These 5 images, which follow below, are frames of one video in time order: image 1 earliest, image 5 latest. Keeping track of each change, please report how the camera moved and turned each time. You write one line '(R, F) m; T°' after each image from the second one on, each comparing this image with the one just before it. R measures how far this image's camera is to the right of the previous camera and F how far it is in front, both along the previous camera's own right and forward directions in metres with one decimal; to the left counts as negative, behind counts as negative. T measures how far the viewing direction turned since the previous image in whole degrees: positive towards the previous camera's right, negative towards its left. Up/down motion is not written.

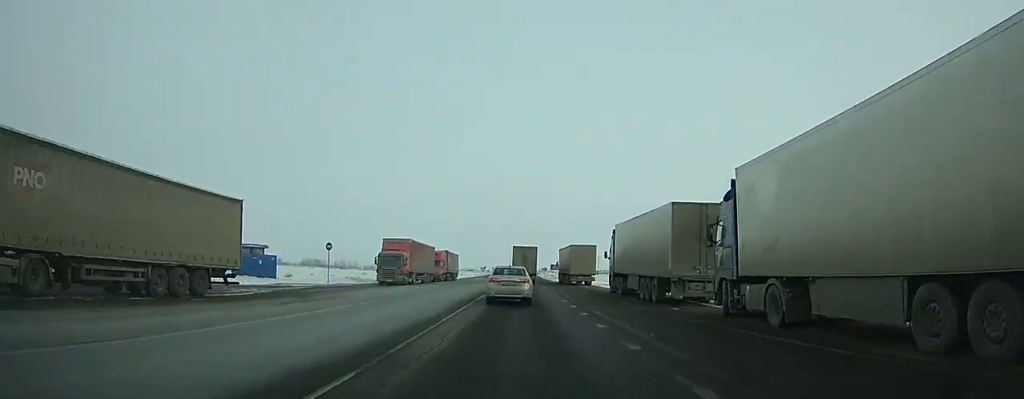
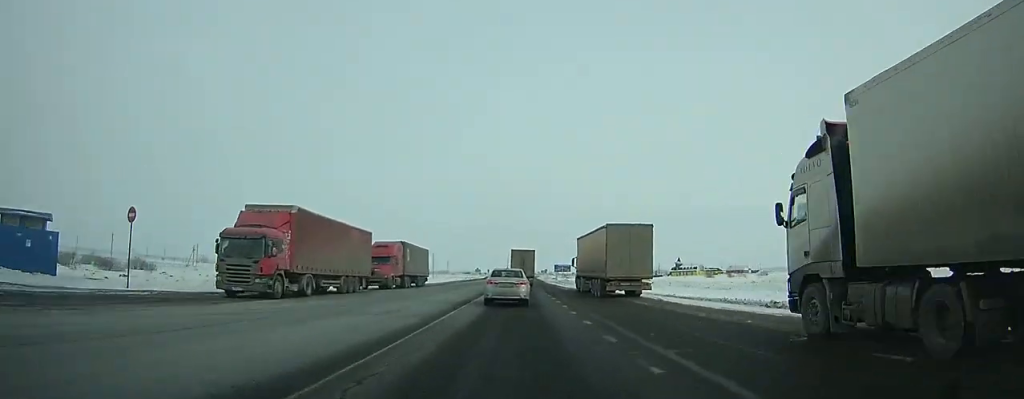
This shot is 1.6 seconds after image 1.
(0.0, +26.8) m; 0°
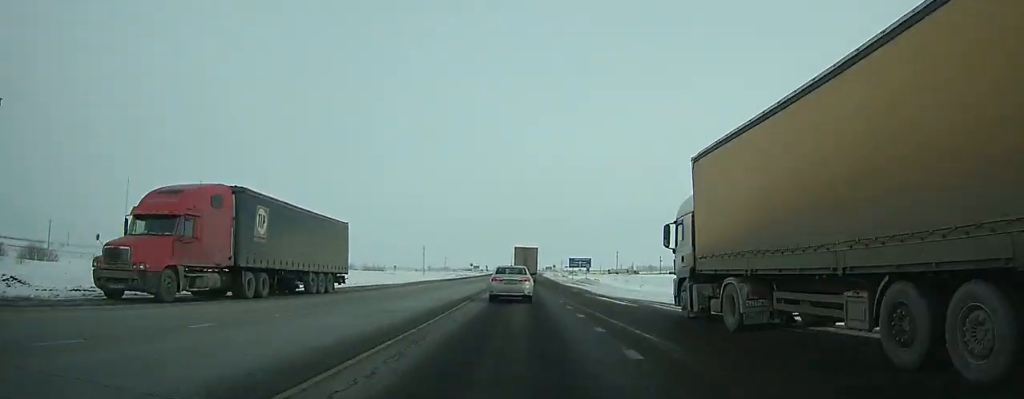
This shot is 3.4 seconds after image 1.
(0.0, +30.5) m; 0°
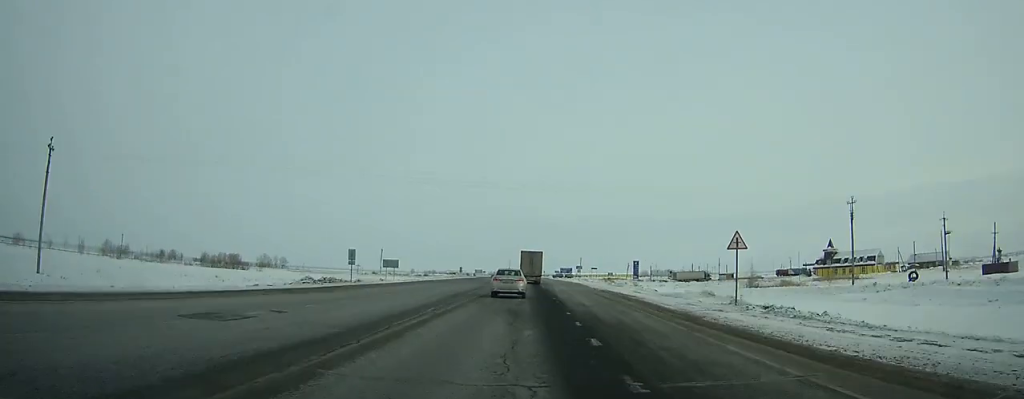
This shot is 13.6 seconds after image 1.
(+1.9, +183.0) m; 0°
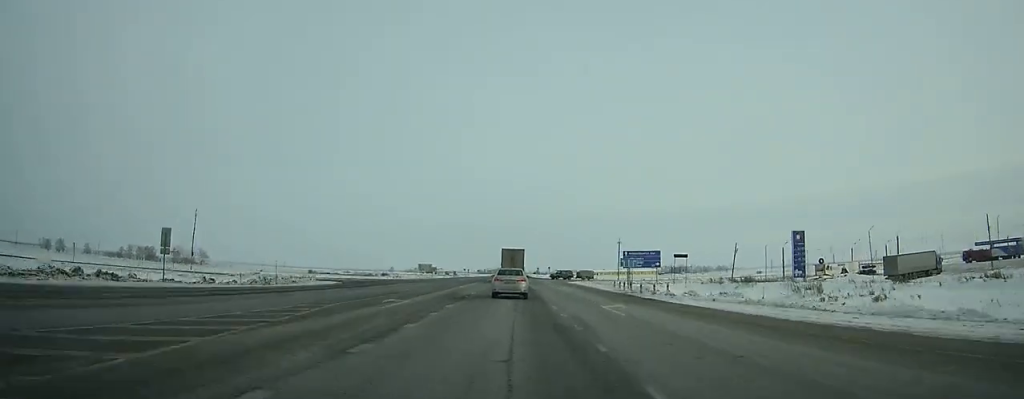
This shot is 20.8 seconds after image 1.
(+0.5, +139.5) m; 0°
